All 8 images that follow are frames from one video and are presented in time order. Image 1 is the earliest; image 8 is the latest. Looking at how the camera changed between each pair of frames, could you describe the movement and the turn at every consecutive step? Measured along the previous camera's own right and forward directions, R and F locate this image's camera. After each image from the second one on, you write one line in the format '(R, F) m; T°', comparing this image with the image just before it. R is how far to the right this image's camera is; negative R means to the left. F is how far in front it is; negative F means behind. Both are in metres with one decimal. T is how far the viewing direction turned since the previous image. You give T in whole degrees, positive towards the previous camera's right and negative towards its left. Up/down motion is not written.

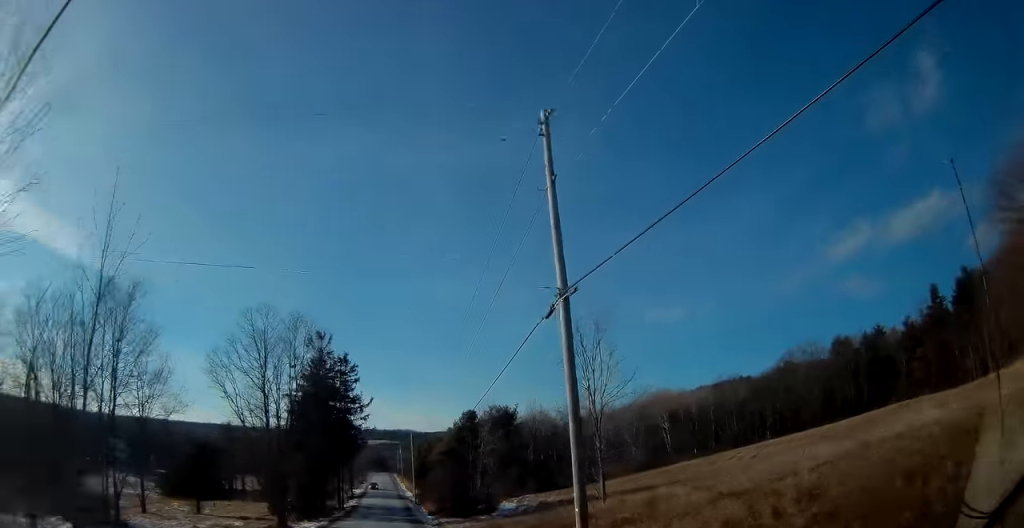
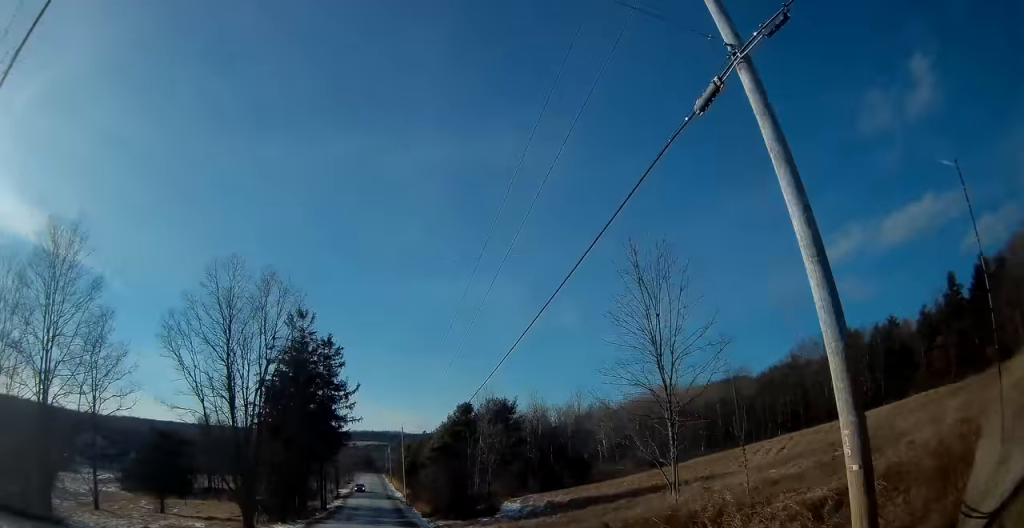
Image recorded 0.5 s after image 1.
(+0.1, +7.4) m; +1°
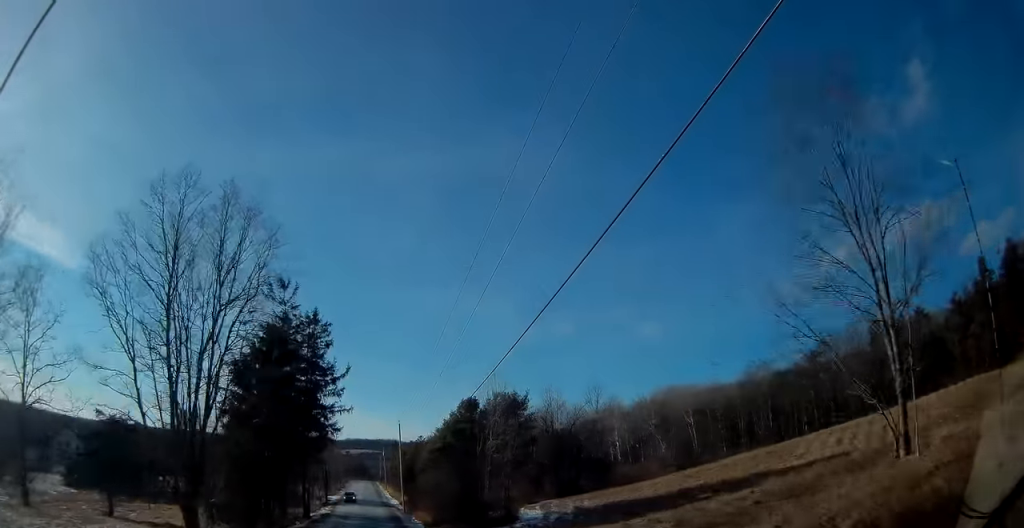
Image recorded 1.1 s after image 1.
(0.0, +9.8) m; +1°
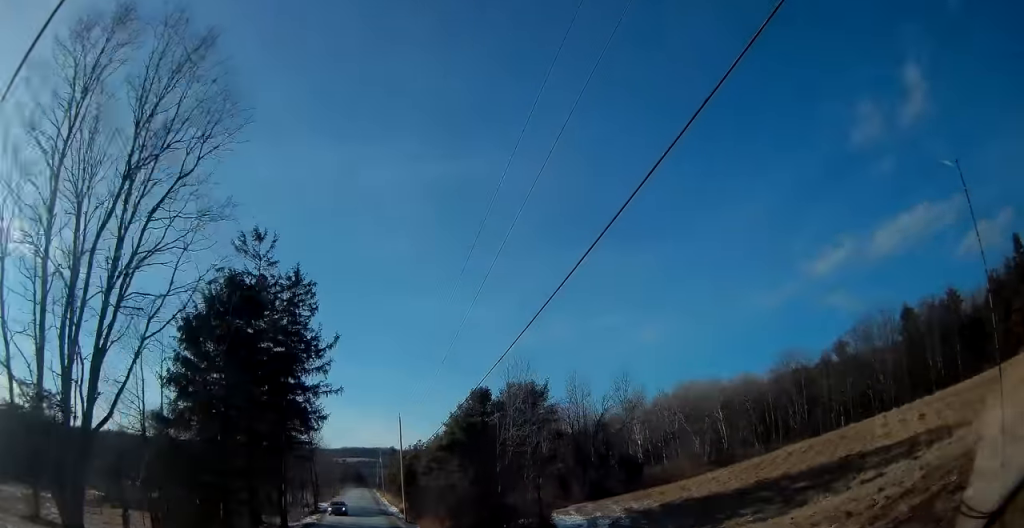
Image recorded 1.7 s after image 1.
(+0.1, +10.6) m; 0°
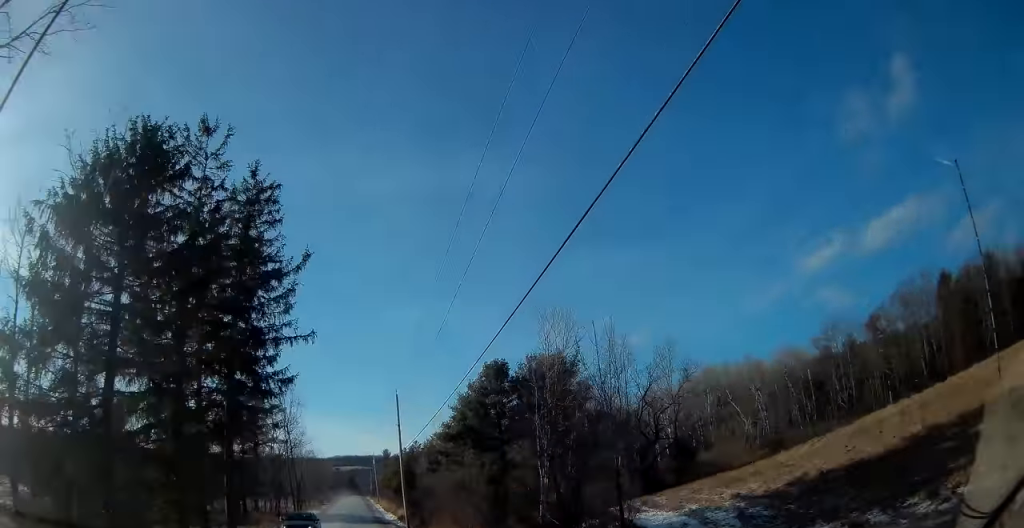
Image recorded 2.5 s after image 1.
(+0.2, +13.1) m; 0°
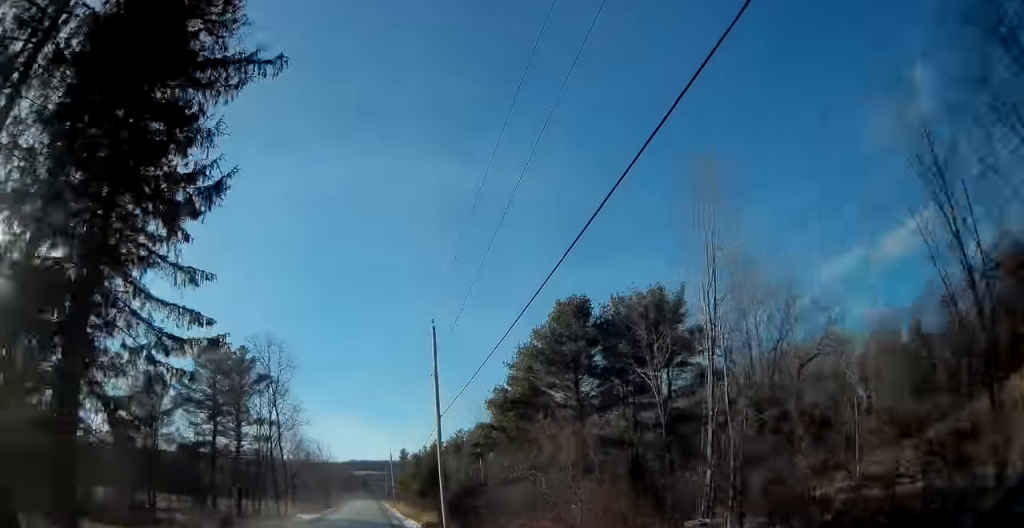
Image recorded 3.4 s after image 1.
(-0.2, +17.0) m; -1°
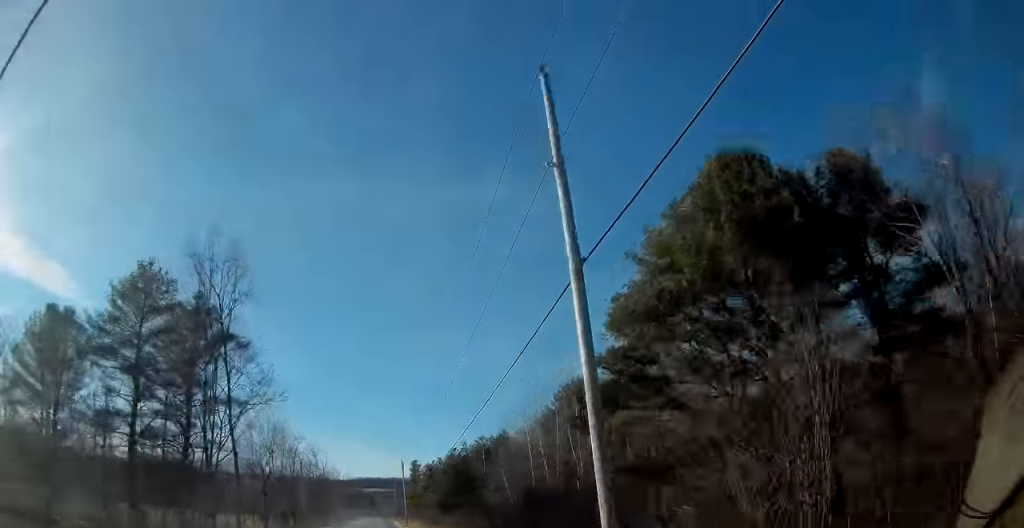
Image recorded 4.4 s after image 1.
(-0.3, +18.0) m; 0°
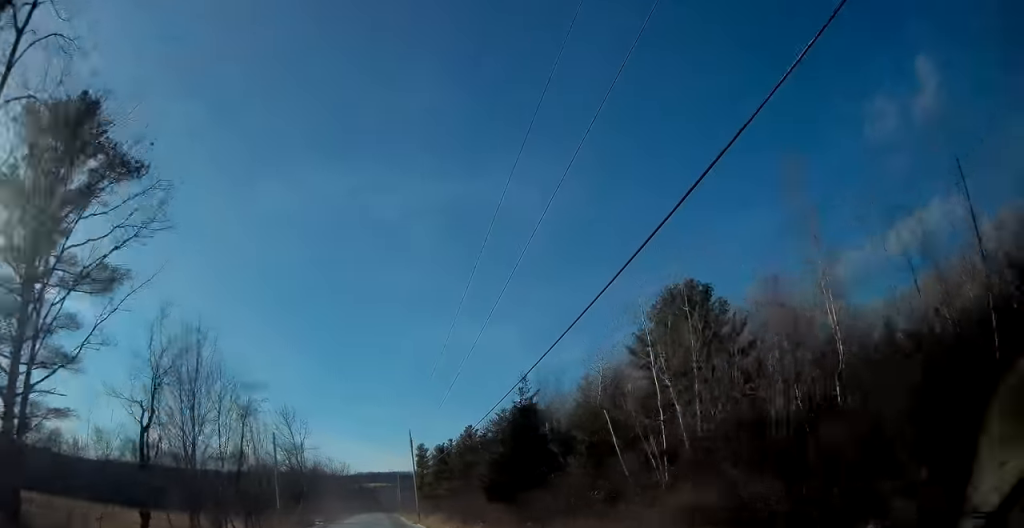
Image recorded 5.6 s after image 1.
(+0.2, +21.6) m; +1°
